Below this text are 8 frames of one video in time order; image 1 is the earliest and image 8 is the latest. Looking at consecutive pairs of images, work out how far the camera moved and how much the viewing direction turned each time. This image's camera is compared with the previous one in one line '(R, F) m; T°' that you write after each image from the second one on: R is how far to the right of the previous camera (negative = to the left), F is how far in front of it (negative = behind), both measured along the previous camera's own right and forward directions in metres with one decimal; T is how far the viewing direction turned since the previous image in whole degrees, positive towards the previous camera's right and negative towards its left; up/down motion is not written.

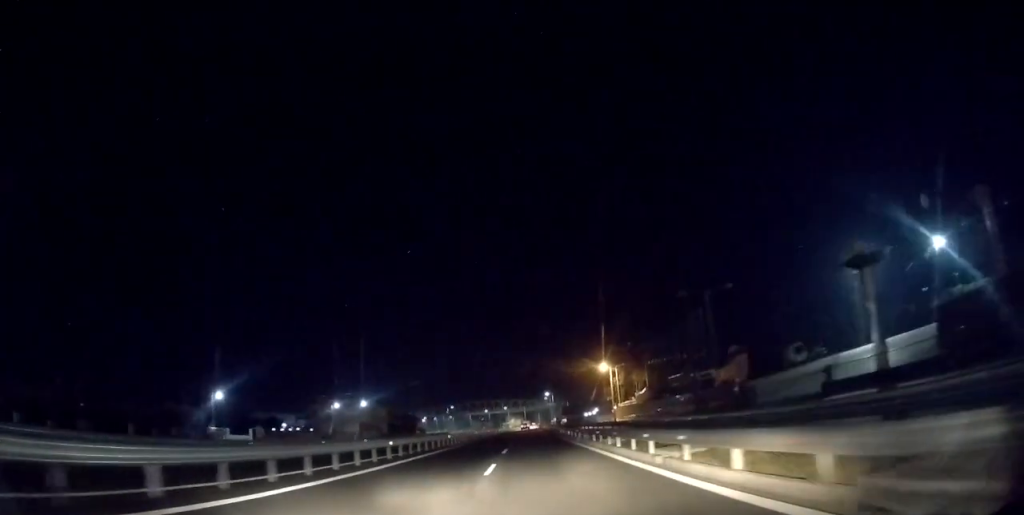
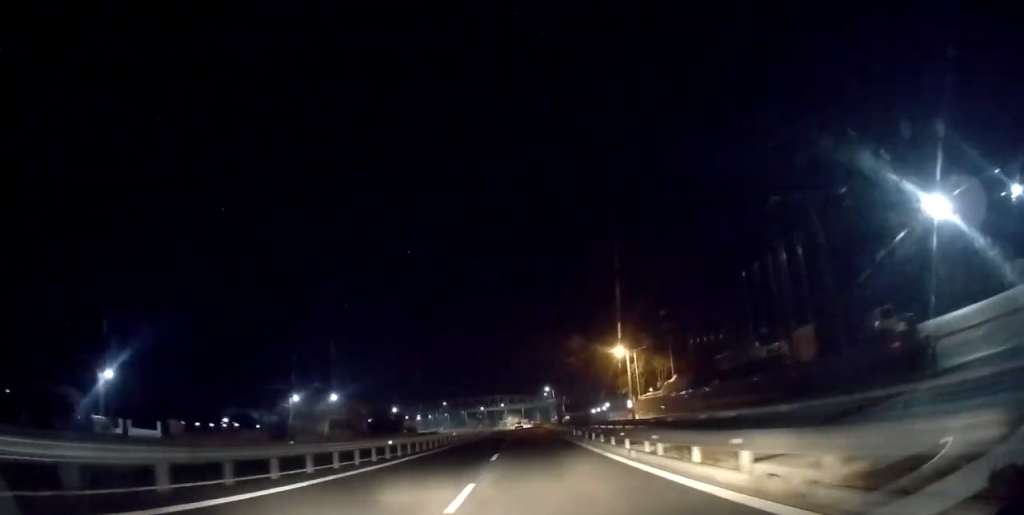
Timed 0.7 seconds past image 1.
(+0.1, +17.6) m; 0°
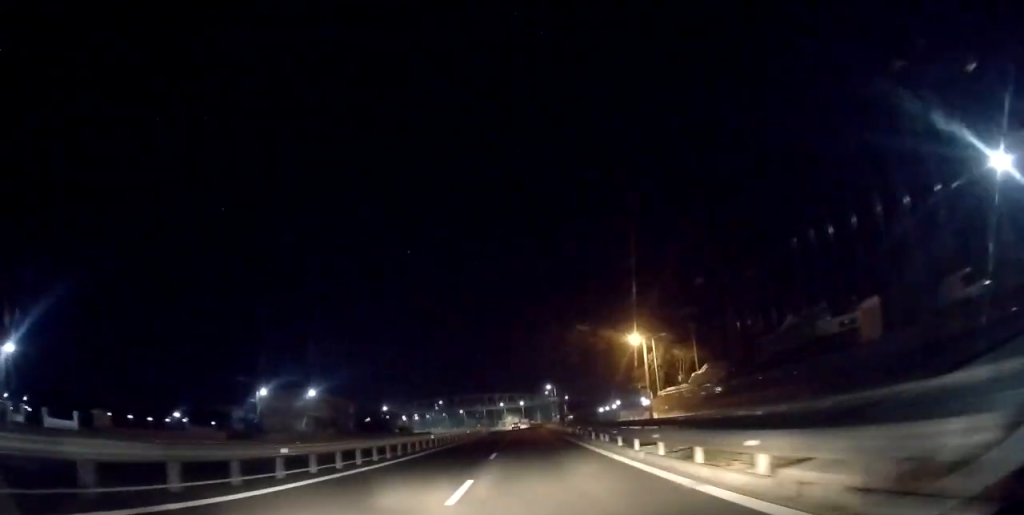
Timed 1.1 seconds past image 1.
(0.0, +10.9) m; 0°
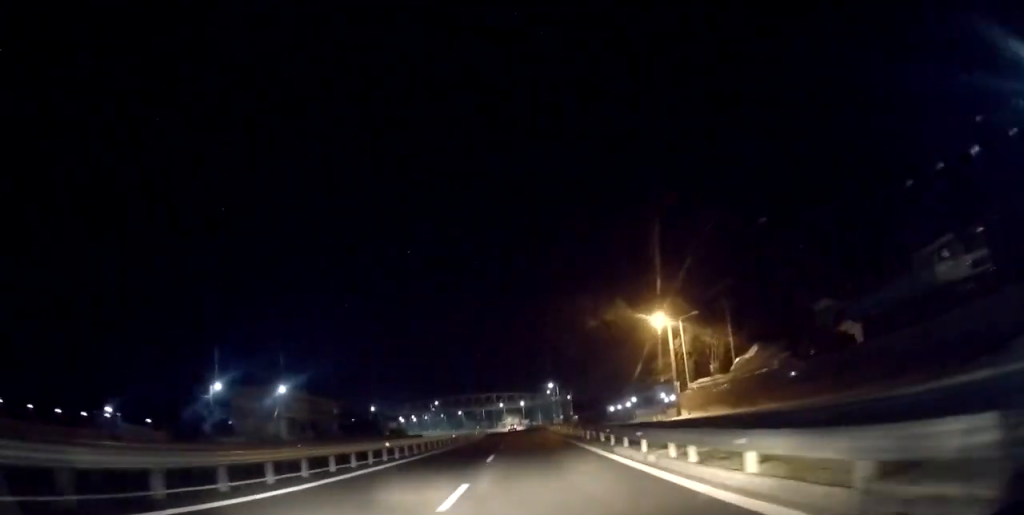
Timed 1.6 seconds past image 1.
(0.0, +11.7) m; 0°
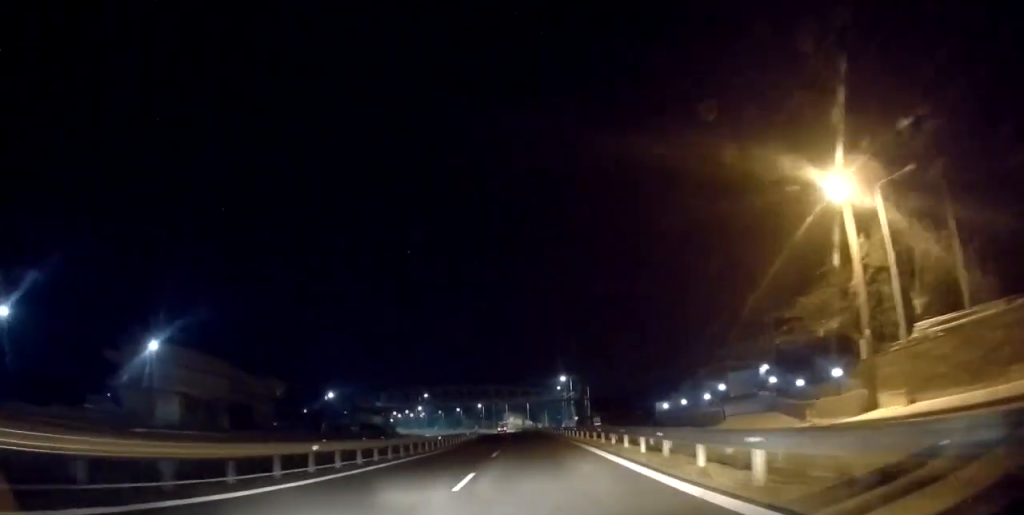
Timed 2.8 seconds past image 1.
(+0.1, +31.2) m; 0°
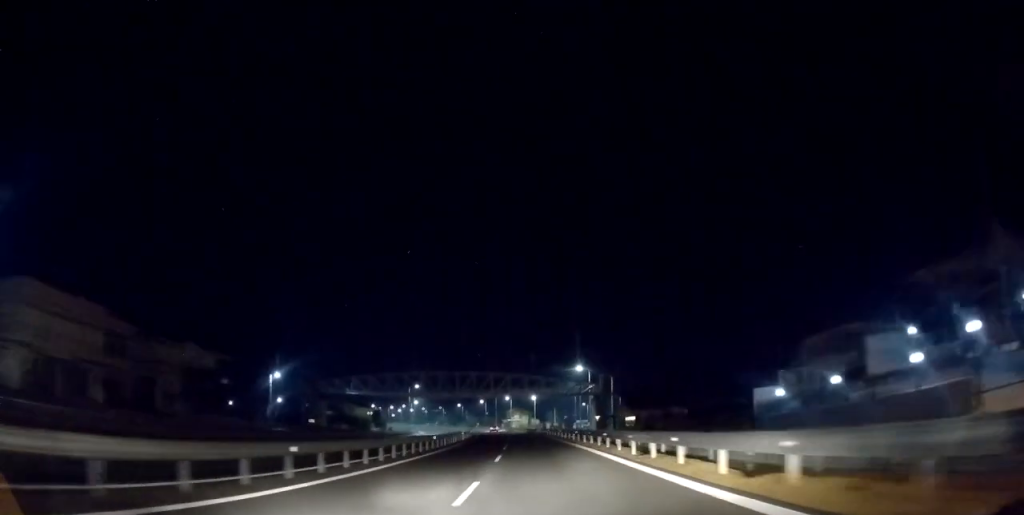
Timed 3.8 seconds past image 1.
(+0.1, +24.5) m; 0°
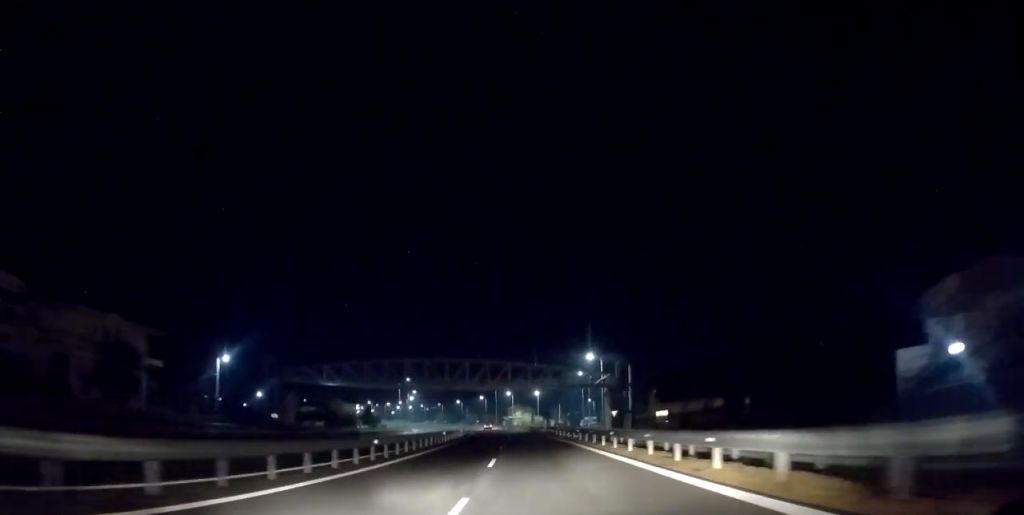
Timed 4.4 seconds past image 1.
(-0.2, +14.4) m; -1°
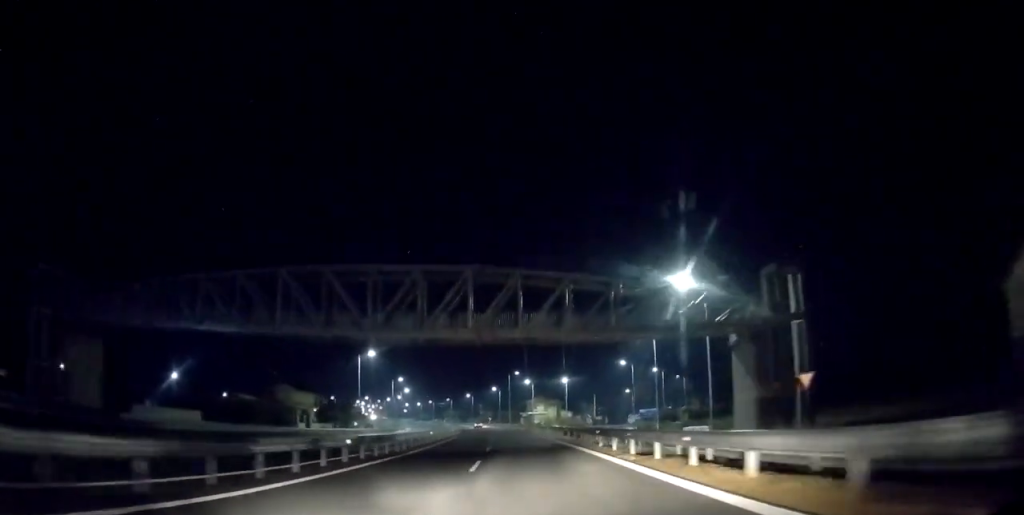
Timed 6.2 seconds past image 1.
(-0.7, +47.5) m; -1°
